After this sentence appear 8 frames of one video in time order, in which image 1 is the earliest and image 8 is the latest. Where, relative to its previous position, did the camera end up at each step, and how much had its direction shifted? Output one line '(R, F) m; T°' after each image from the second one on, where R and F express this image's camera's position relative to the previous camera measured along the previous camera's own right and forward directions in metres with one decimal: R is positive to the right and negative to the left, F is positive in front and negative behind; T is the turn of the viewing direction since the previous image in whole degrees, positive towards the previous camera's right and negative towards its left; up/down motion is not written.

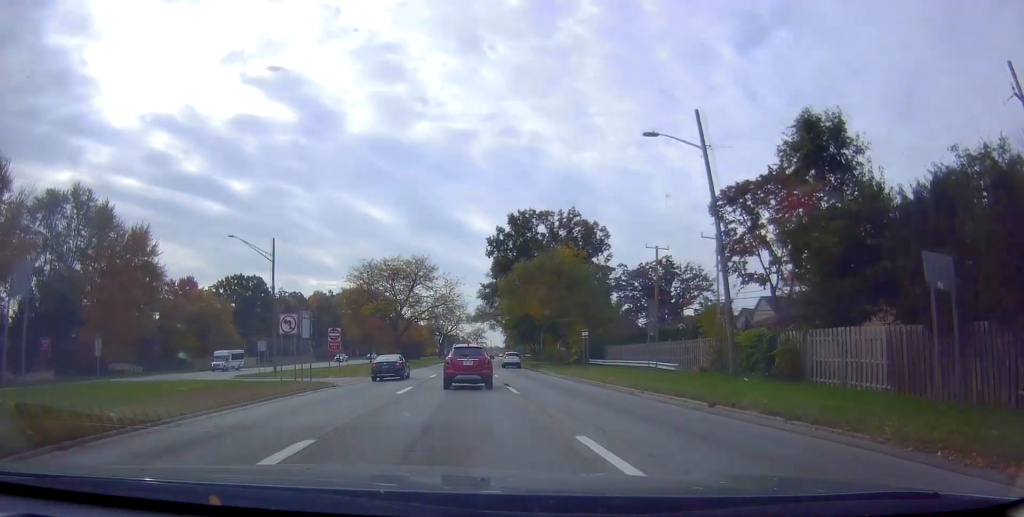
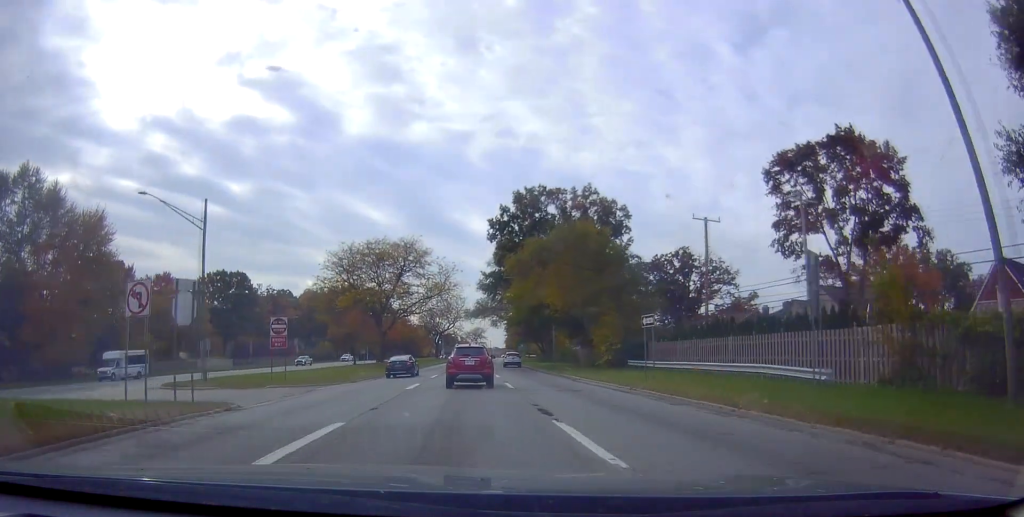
(-0.6, +13.1) m; 0°
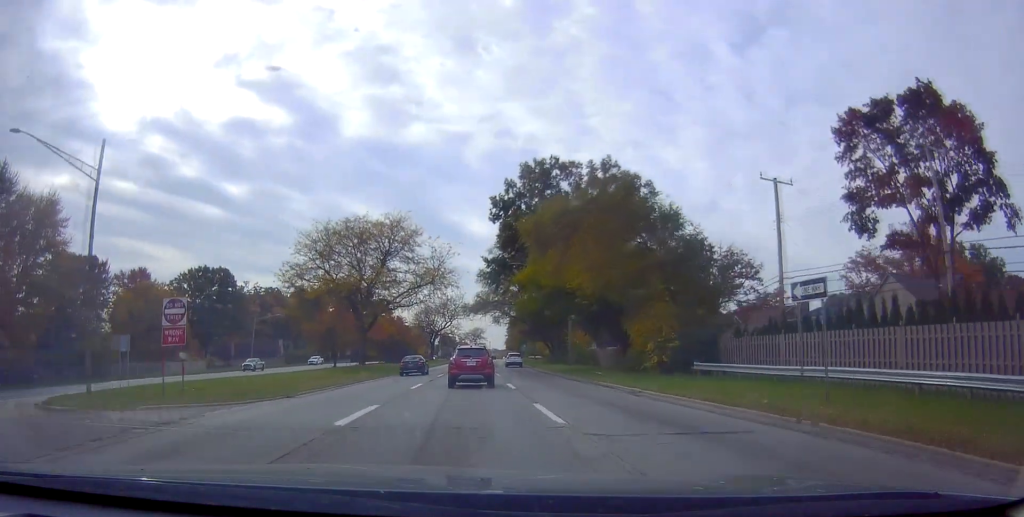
(+0.2, +11.9) m; +1°
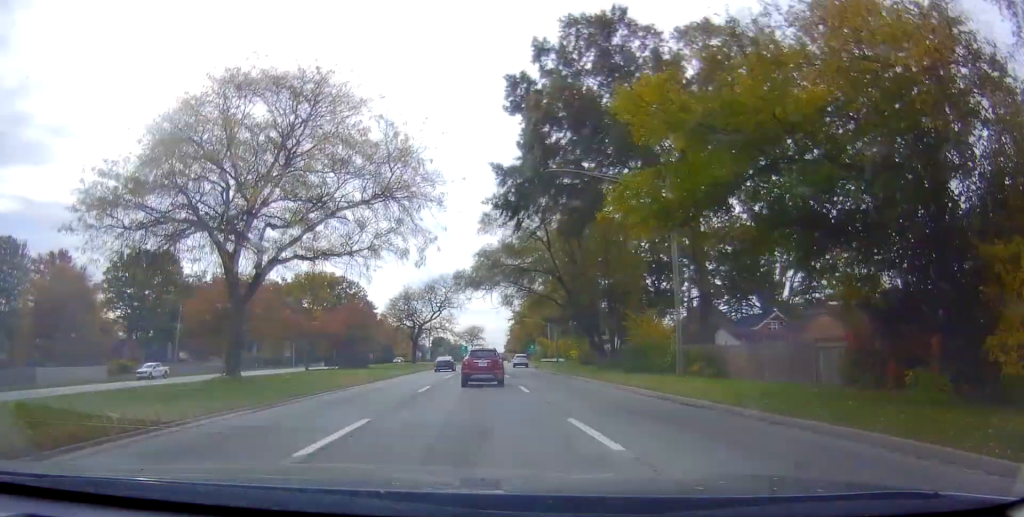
(+0.8, +31.6) m; +1°
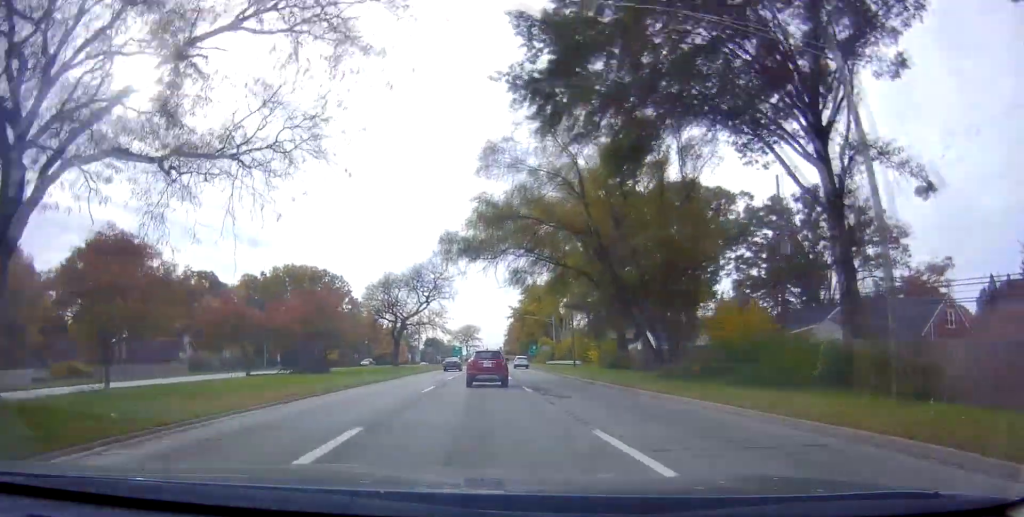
(0.0, +15.7) m; 0°
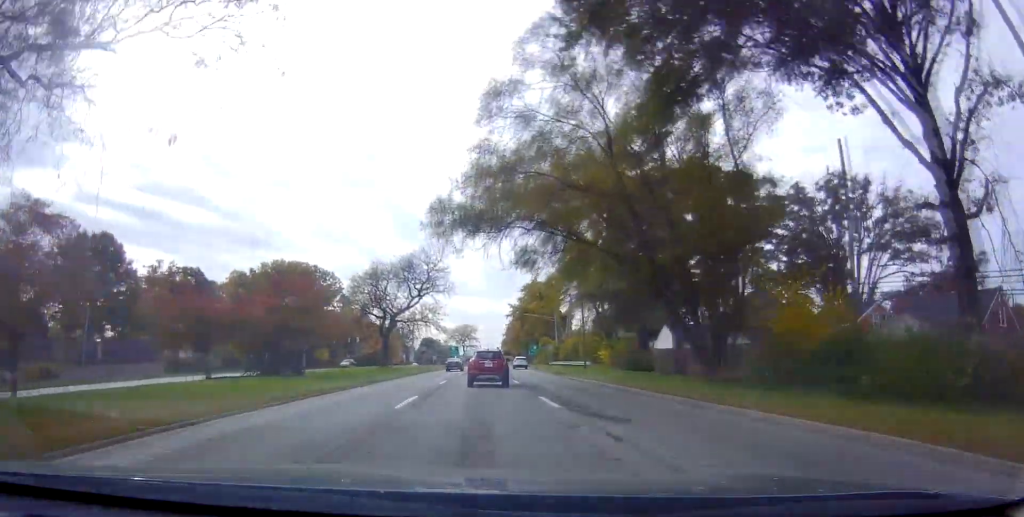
(0.0, +7.0) m; 0°
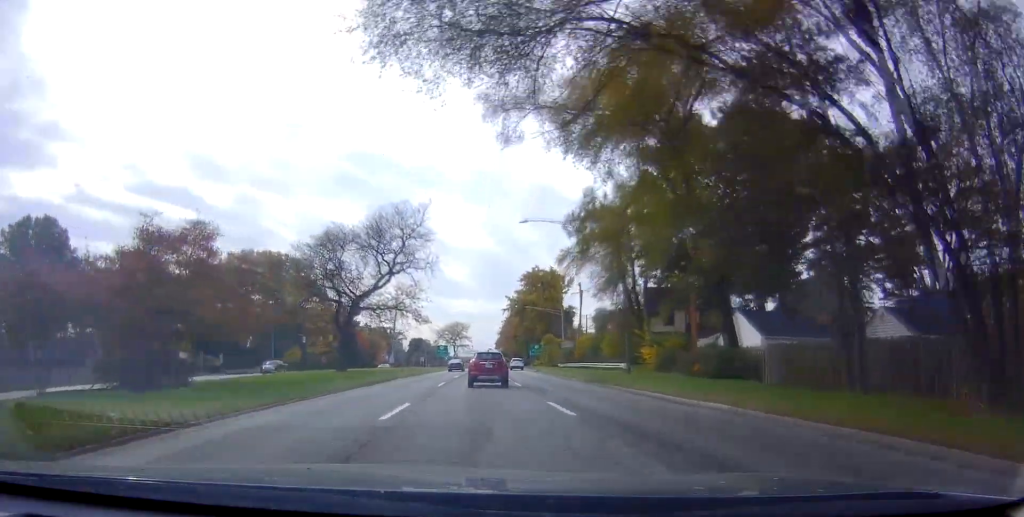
(0.0, +17.3) m; +1°
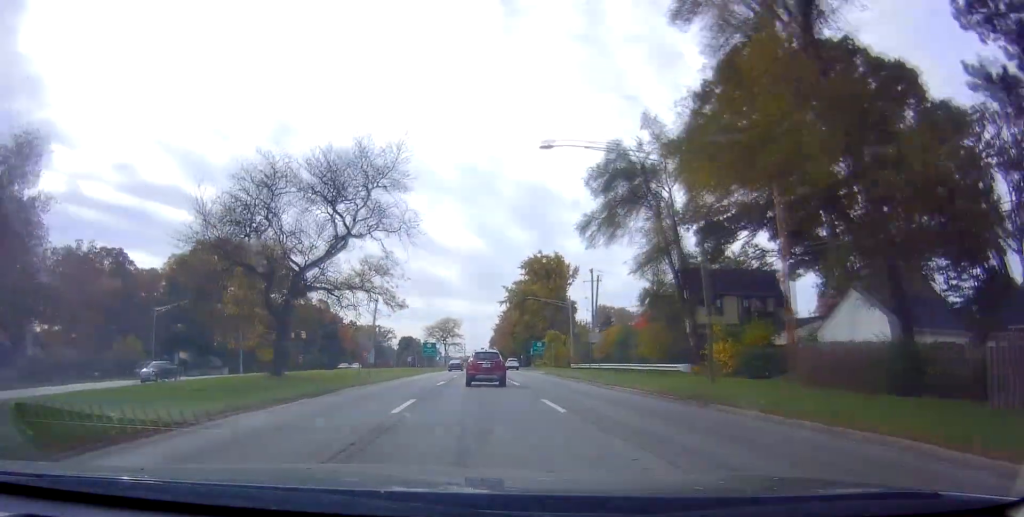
(+0.2, +13.9) m; +2°
